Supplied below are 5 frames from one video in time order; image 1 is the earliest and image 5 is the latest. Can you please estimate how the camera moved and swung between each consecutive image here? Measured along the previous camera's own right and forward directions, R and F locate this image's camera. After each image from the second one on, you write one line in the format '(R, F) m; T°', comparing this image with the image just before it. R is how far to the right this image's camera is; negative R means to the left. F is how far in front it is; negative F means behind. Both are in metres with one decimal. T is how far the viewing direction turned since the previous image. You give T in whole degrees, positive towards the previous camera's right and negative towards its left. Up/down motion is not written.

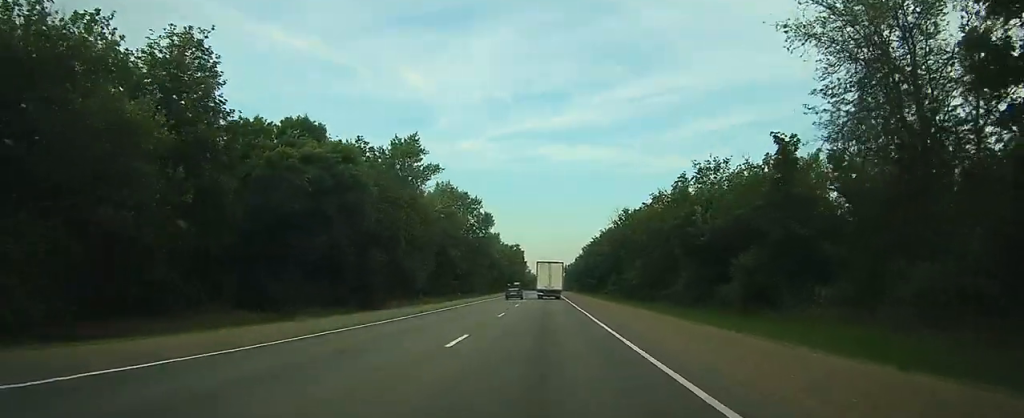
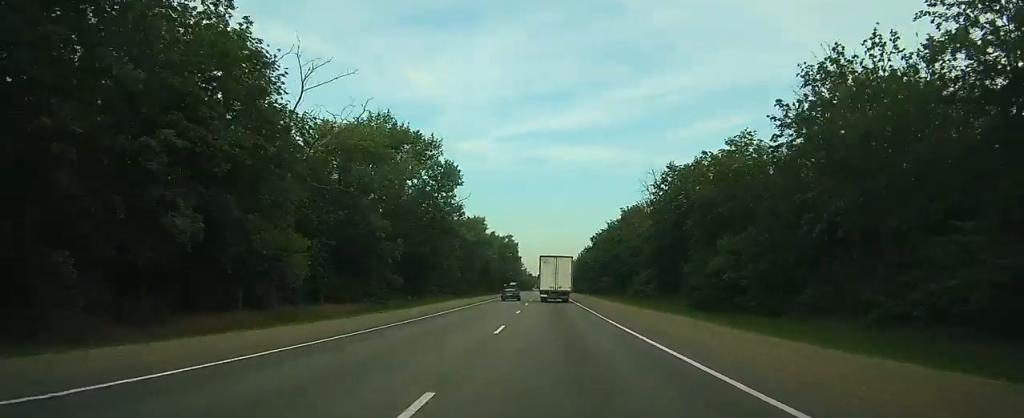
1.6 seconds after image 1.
(-0.5, +43.7) m; -1°
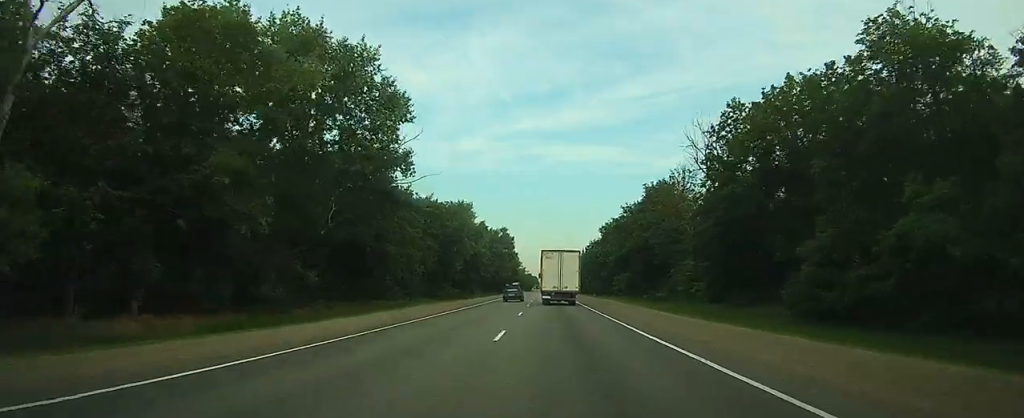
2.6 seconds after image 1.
(0.0, +26.1) m; 0°
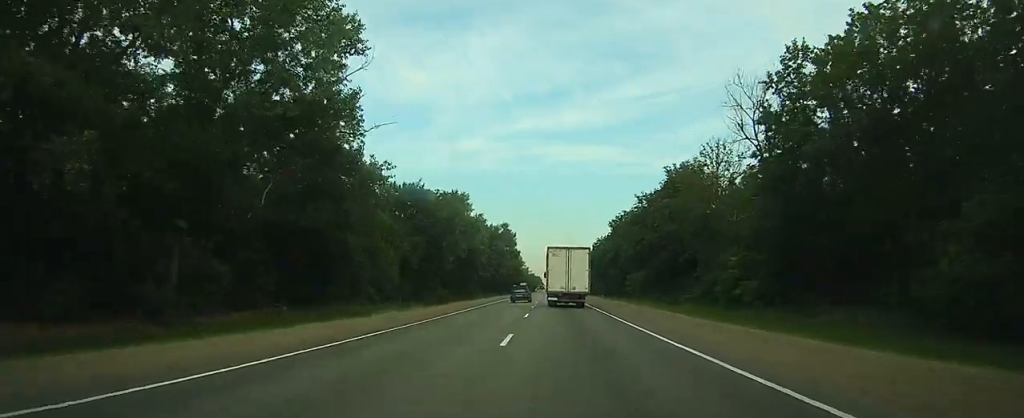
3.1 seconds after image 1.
(0.0, +12.7) m; 0°
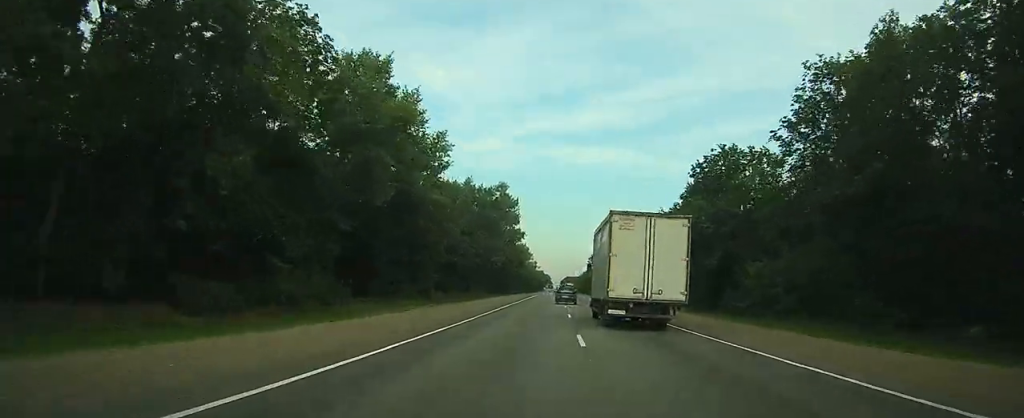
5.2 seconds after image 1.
(-0.1, +59.0) m; 0°
